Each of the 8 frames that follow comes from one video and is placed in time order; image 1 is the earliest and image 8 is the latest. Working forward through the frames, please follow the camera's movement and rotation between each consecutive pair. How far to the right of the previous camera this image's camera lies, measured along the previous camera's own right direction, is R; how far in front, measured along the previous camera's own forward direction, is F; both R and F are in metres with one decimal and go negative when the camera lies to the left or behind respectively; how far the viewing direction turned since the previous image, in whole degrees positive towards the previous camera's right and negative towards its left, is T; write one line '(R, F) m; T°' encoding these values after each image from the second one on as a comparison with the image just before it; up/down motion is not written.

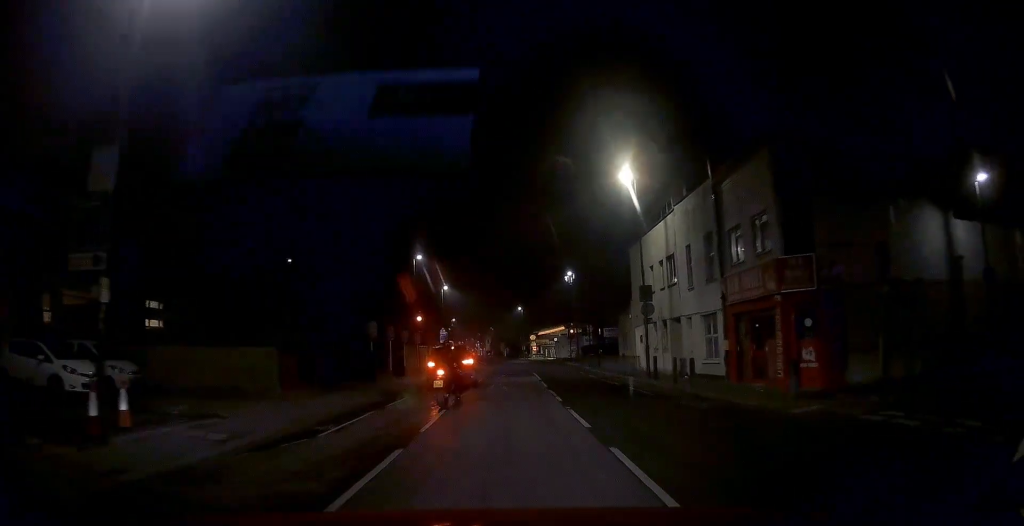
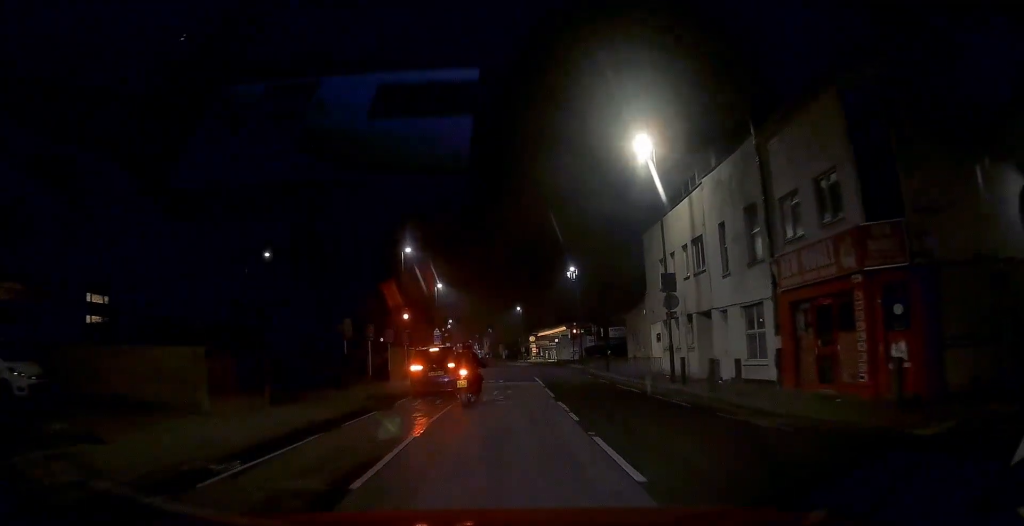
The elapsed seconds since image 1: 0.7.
(0.0, +4.9) m; -1°
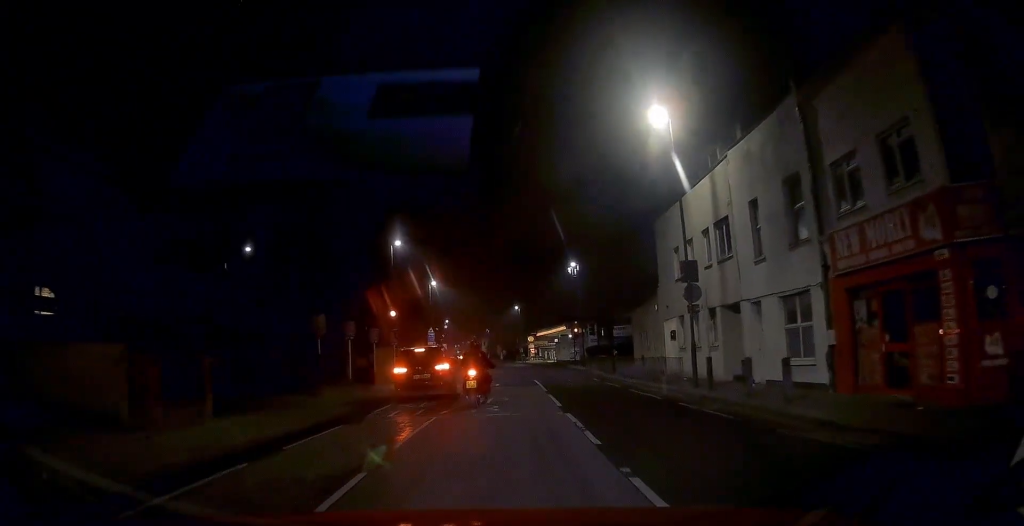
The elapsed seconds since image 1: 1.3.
(0.0, +3.6) m; -1°
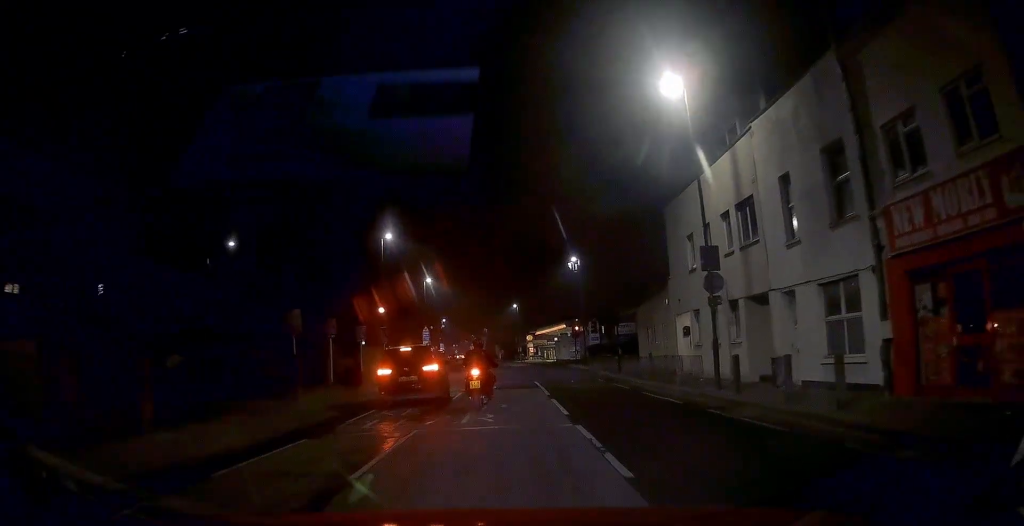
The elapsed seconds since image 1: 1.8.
(0.0, +2.8) m; -1°
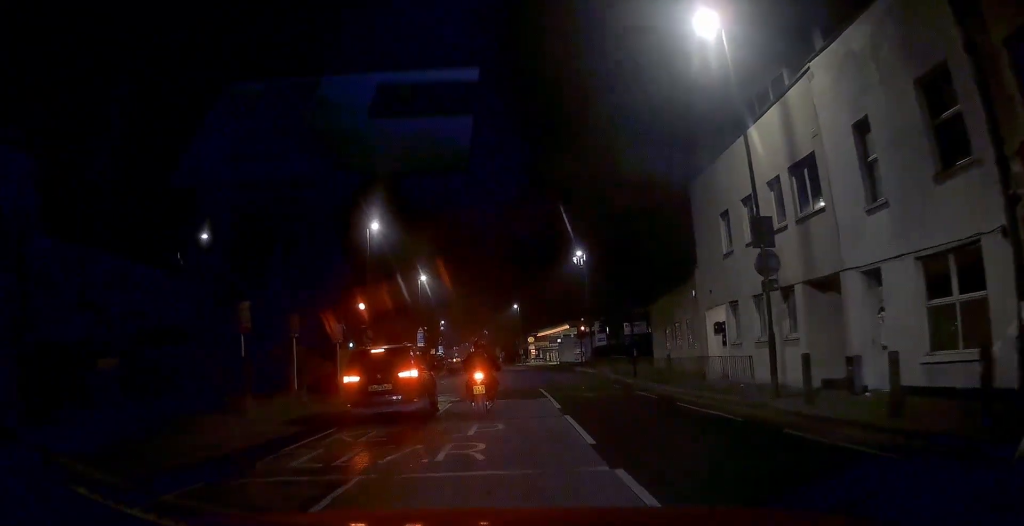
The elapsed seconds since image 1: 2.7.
(-0.1, +4.9) m; -1°
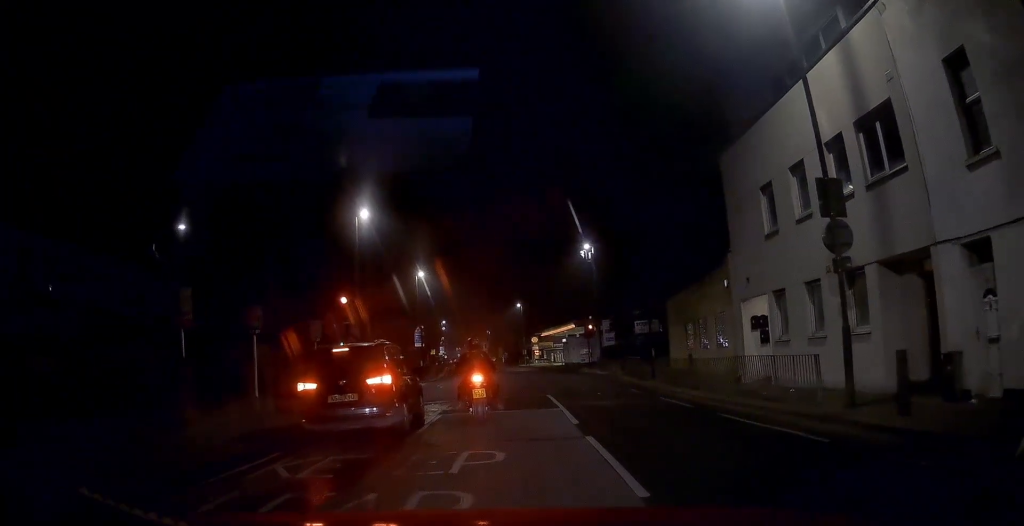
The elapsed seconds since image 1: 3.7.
(0.0, +4.8) m; +1°
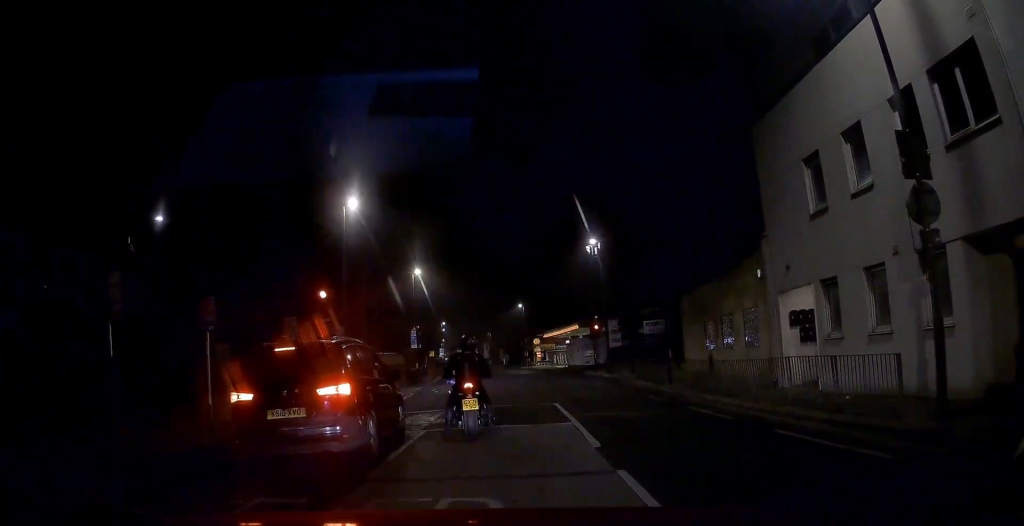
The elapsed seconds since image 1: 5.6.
(+0.1, +4.9) m; +1°
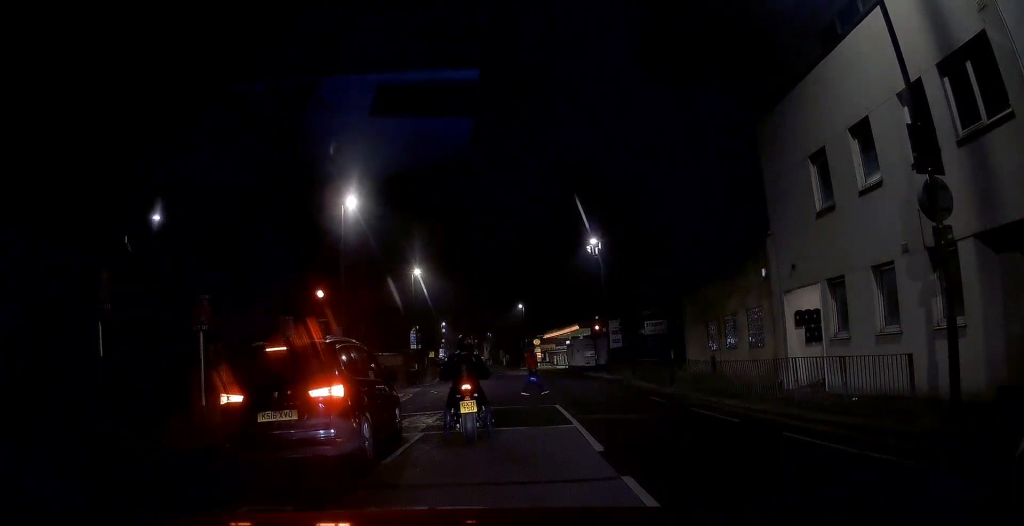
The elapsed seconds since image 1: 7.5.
(0.0, +0.6) m; 0°
